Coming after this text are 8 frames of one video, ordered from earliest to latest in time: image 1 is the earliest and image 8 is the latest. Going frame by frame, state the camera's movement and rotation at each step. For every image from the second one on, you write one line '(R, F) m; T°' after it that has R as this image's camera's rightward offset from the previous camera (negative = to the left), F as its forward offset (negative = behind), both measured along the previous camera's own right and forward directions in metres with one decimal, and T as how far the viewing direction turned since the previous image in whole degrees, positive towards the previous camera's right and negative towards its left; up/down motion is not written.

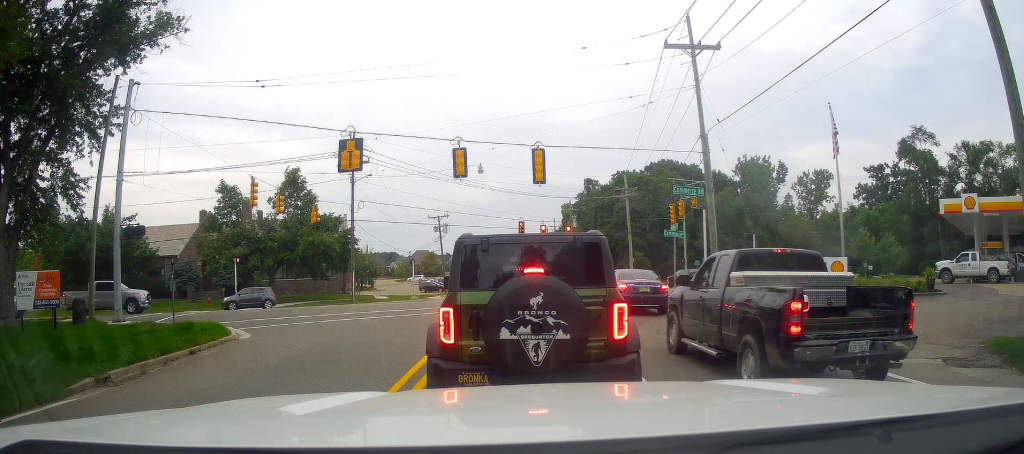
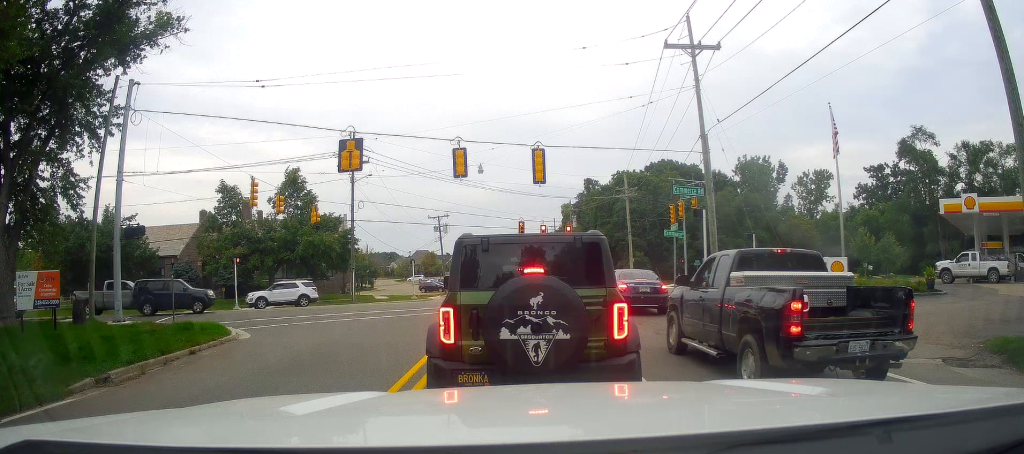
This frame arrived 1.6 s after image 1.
(0.0, 0.0) m; 0°
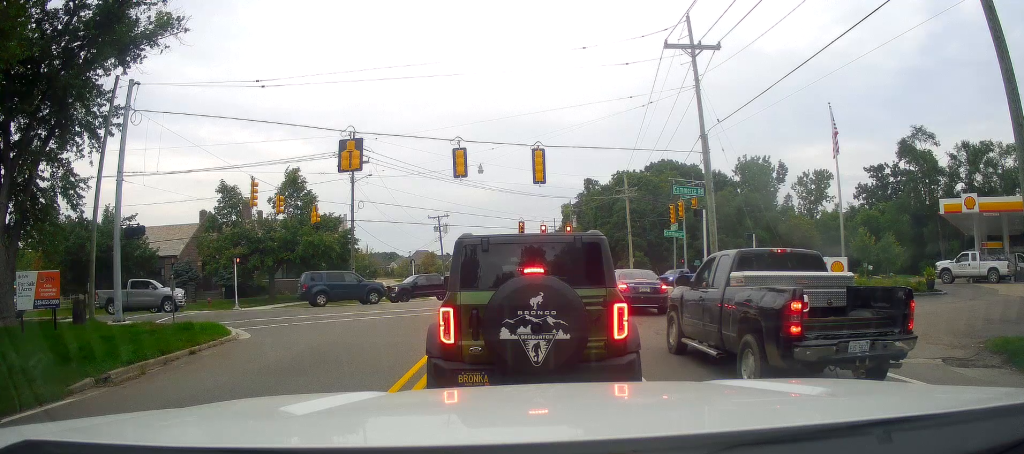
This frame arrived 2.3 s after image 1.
(0.0, 0.0) m; 0°
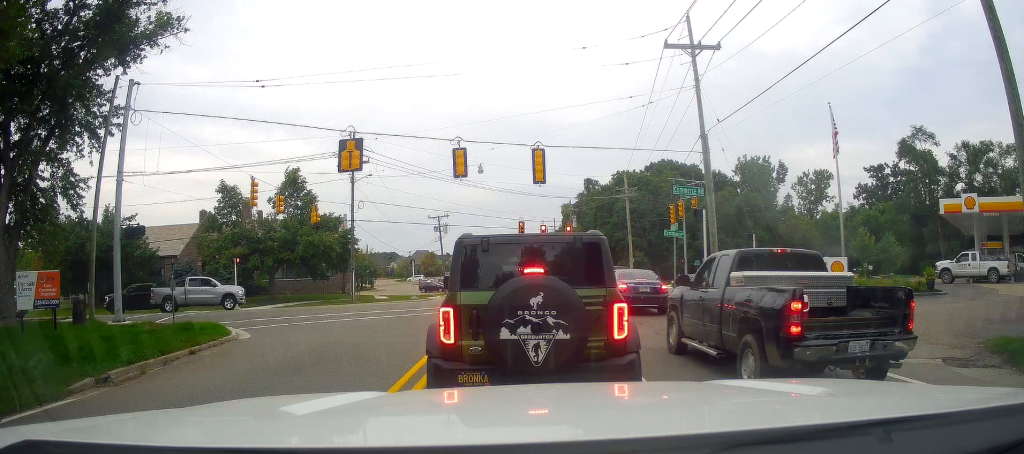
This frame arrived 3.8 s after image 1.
(0.0, 0.0) m; 0°
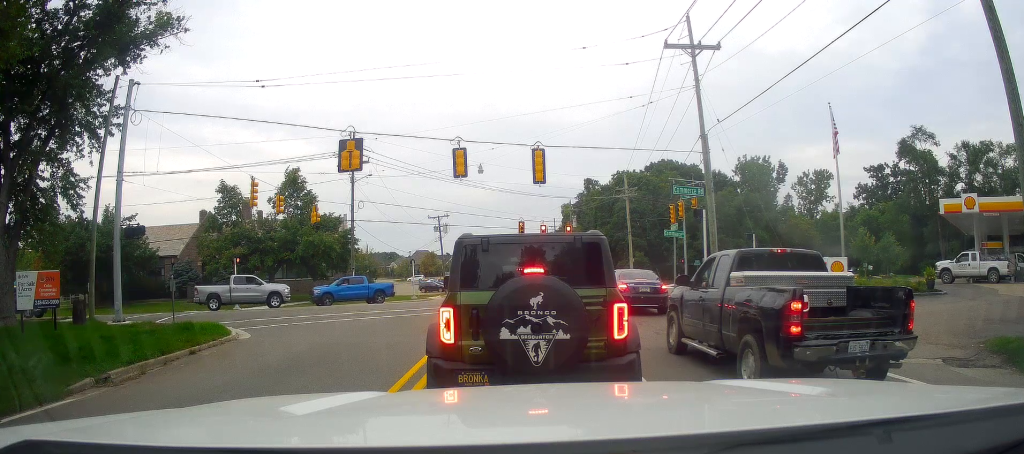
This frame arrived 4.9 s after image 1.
(0.0, 0.0) m; 0°
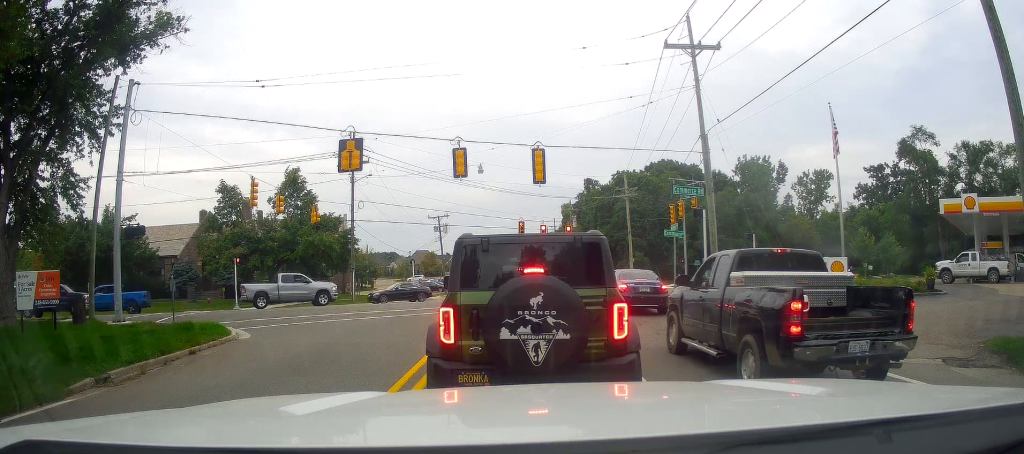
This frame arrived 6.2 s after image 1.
(0.0, 0.0) m; 0°
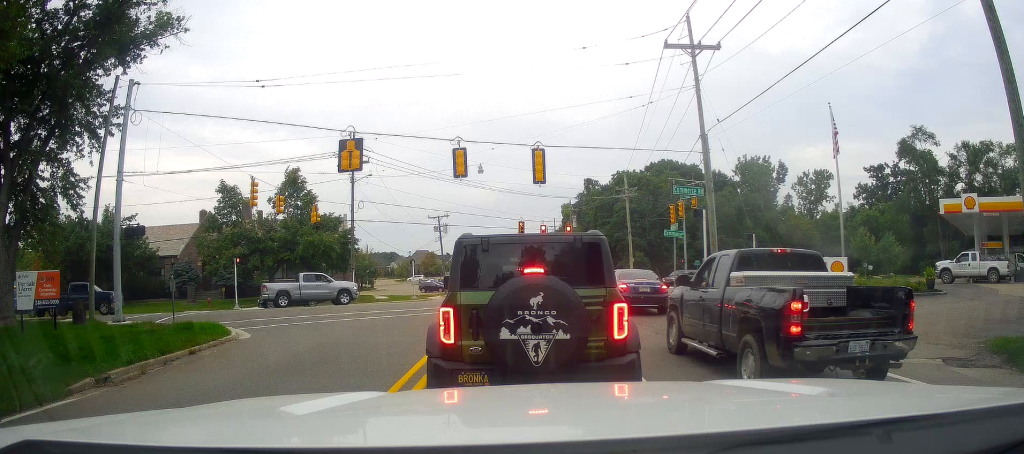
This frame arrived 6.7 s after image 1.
(0.0, 0.0) m; 0°
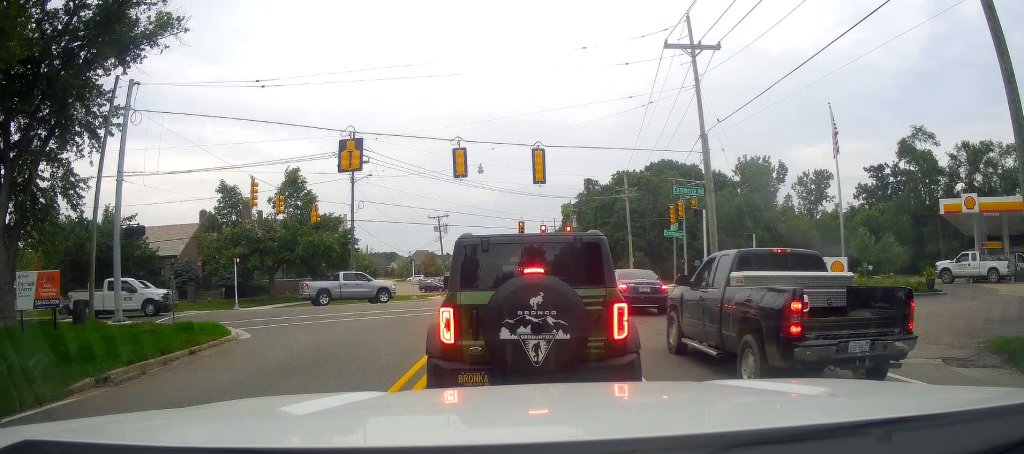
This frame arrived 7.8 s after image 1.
(0.0, 0.0) m; 0°
